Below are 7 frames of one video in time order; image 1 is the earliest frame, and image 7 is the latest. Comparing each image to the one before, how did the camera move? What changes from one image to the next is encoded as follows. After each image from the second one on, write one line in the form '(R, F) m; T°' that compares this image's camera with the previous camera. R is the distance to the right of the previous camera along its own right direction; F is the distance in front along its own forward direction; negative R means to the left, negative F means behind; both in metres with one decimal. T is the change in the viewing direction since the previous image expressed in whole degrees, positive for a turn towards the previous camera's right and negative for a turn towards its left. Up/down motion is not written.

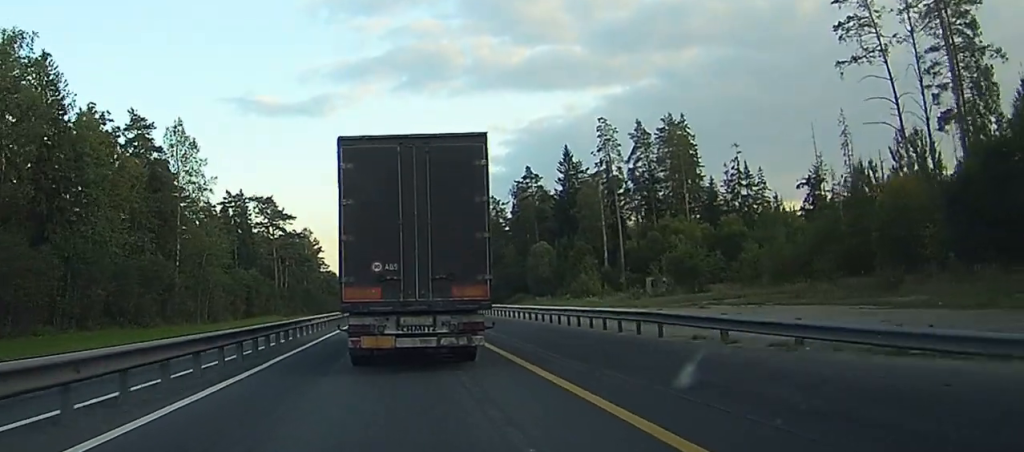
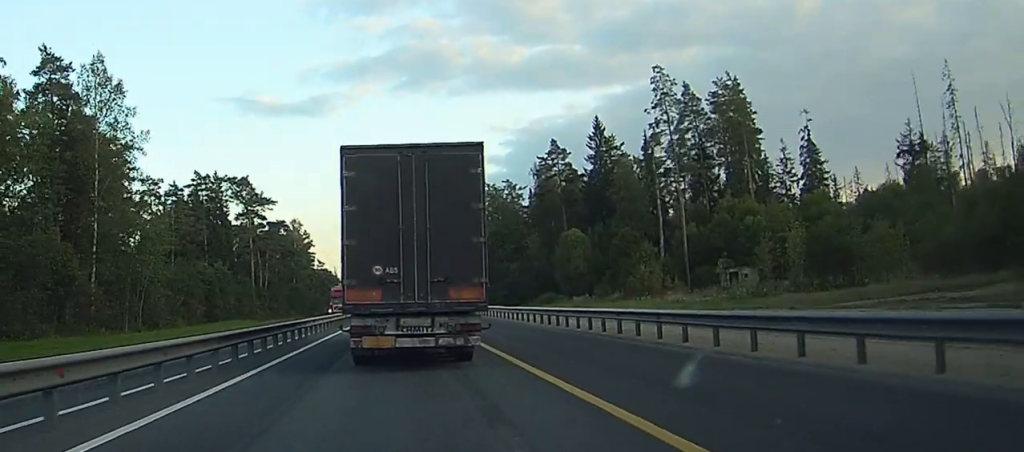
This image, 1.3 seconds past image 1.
(0.0, +23.9) m; 0°
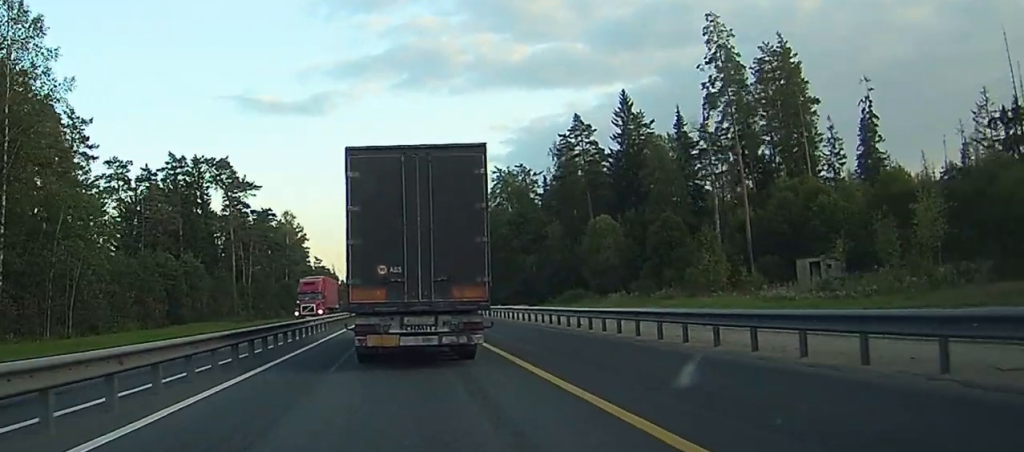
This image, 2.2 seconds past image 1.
(0.0, +16.6) m; 0°
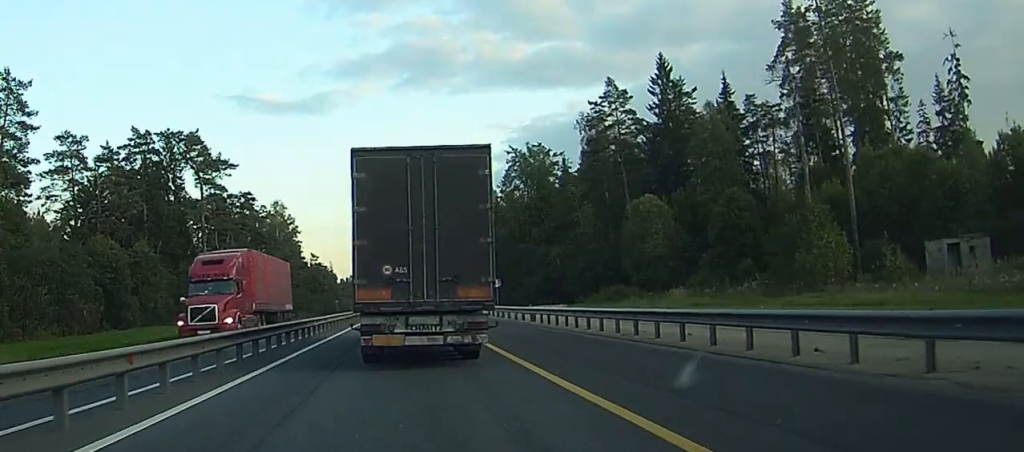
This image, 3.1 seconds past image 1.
(0.0, +16.5) m; 0°
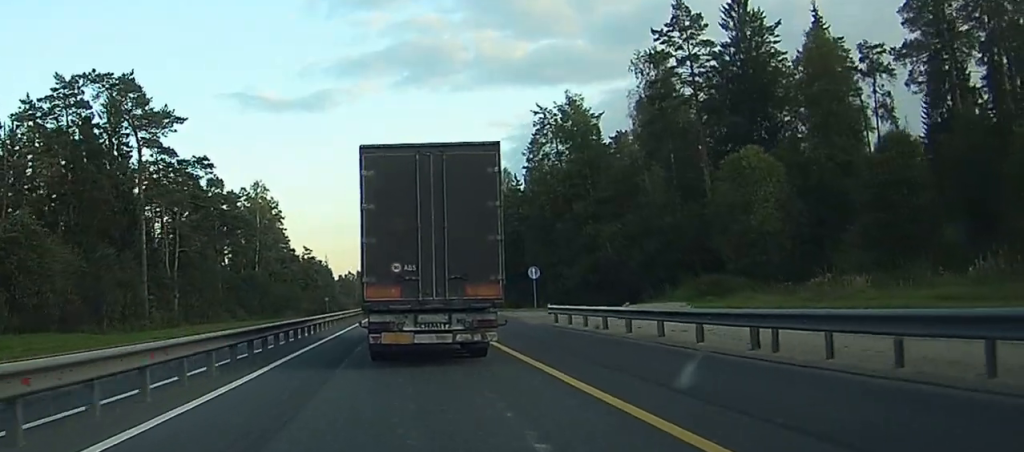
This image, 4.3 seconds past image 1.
(0.0, +22.5) m; 0°
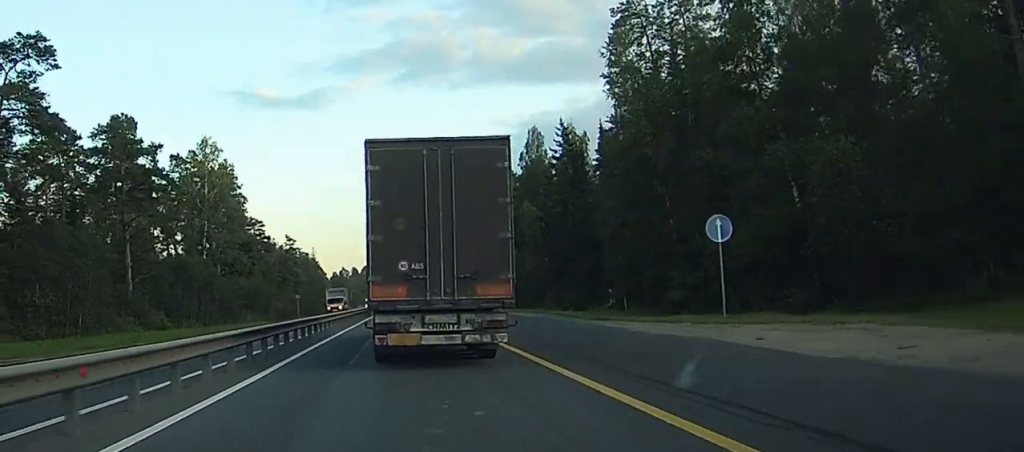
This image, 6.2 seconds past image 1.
(+0.4, +42.5) m; +1°
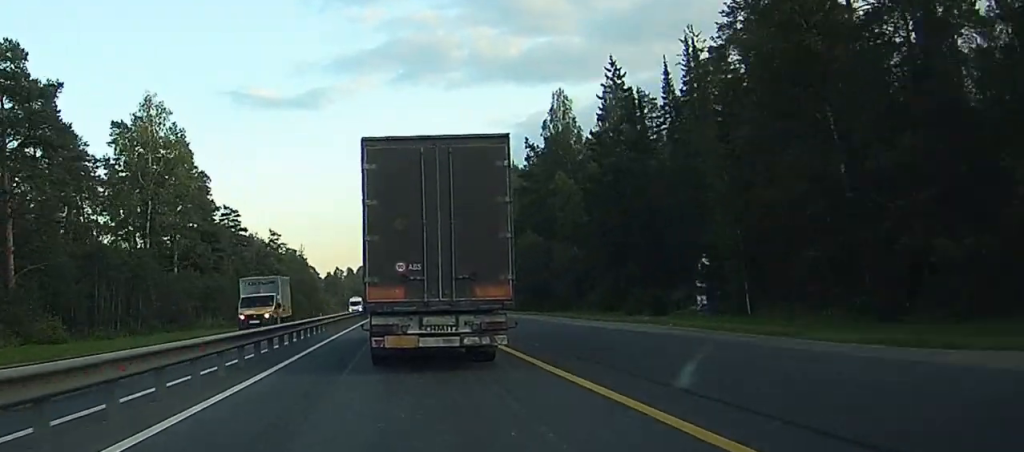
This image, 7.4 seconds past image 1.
(-0.1, +31.7) m; 0°
